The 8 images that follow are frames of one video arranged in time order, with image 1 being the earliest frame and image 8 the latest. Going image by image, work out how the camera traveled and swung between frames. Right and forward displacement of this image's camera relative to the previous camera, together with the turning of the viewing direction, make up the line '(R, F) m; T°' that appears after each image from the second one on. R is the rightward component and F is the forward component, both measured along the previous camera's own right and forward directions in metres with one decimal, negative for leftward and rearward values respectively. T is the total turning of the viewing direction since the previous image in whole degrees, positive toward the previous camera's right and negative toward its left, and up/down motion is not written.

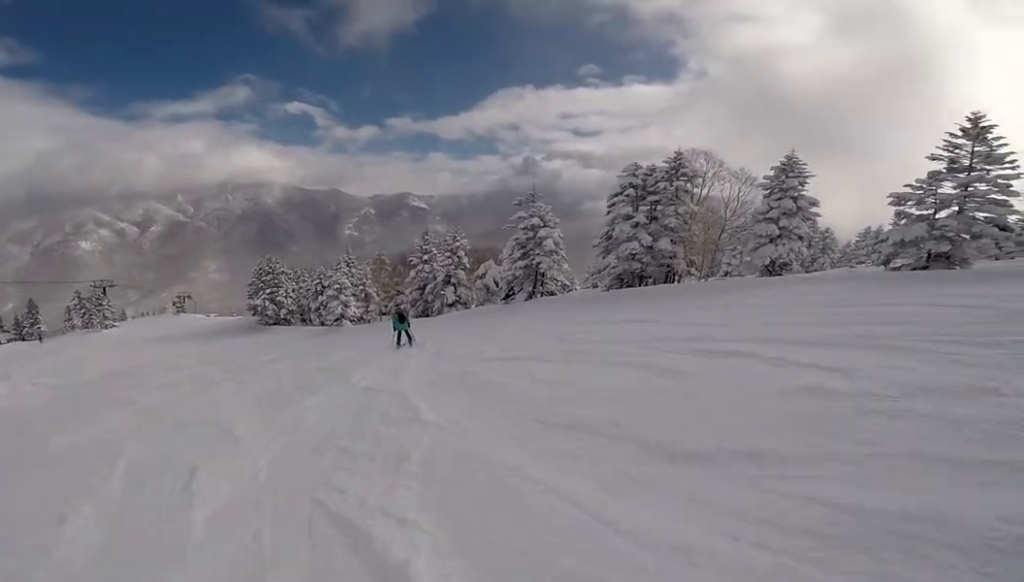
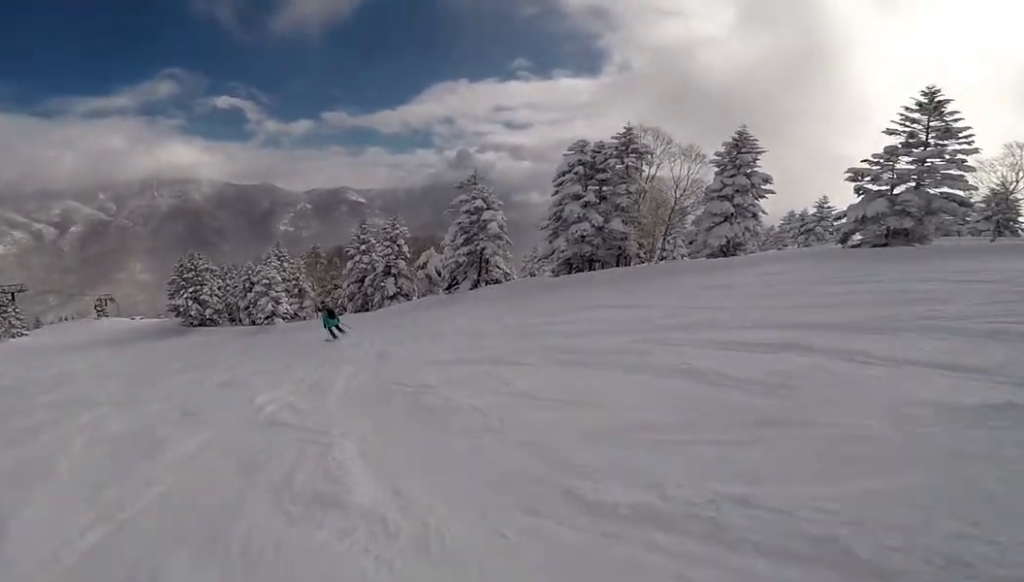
(+0.9, +2.8) m; 0°
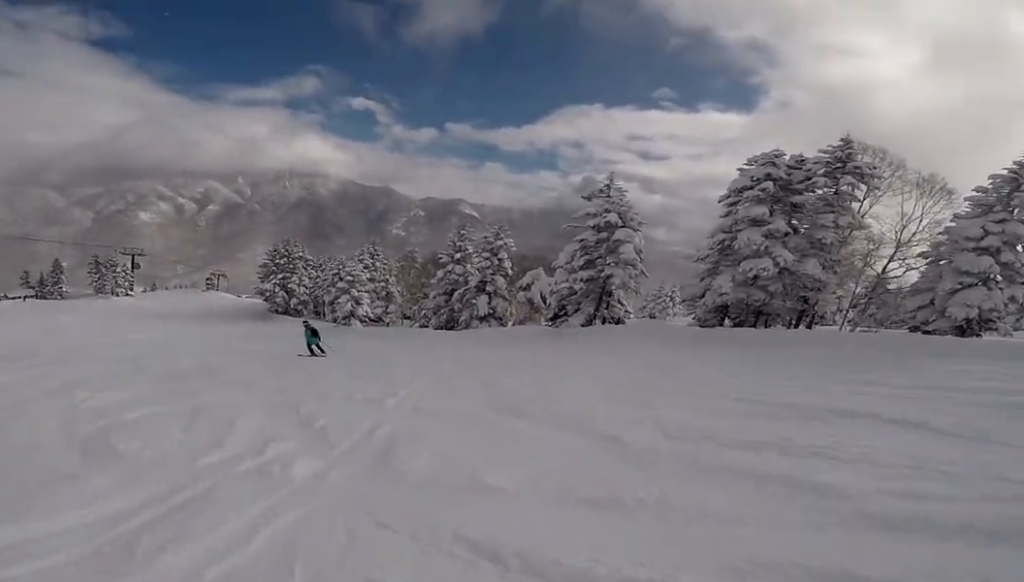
(-1.1, +5.6) m; -26°
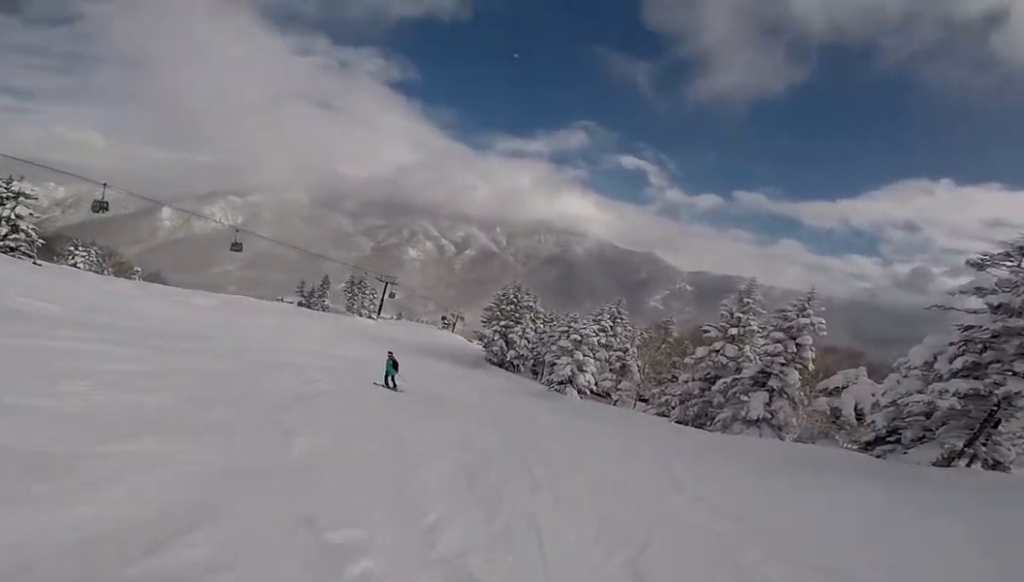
(-1.5, +5.3) m; -27°
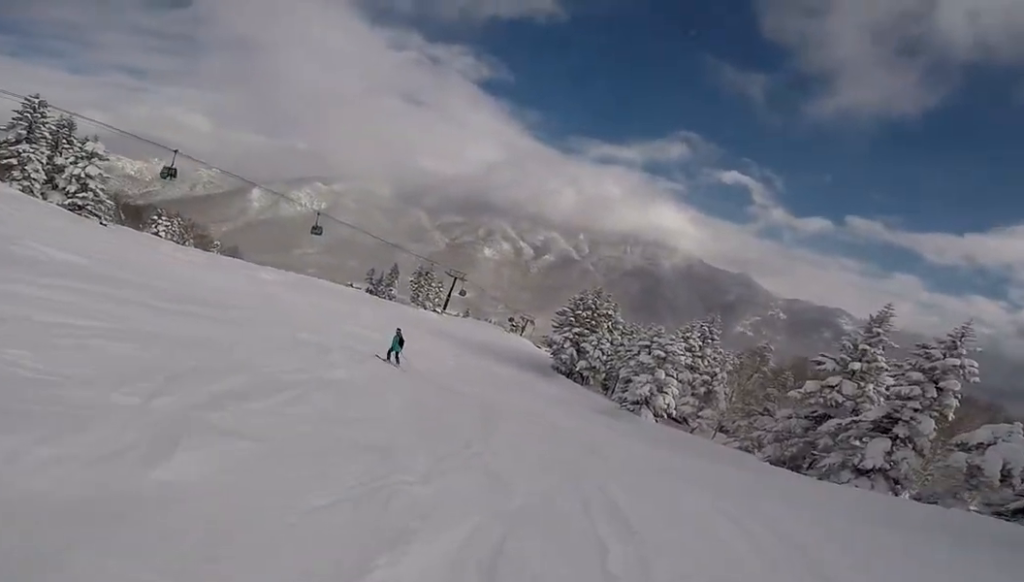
(0.0, +2.8) m; -13°
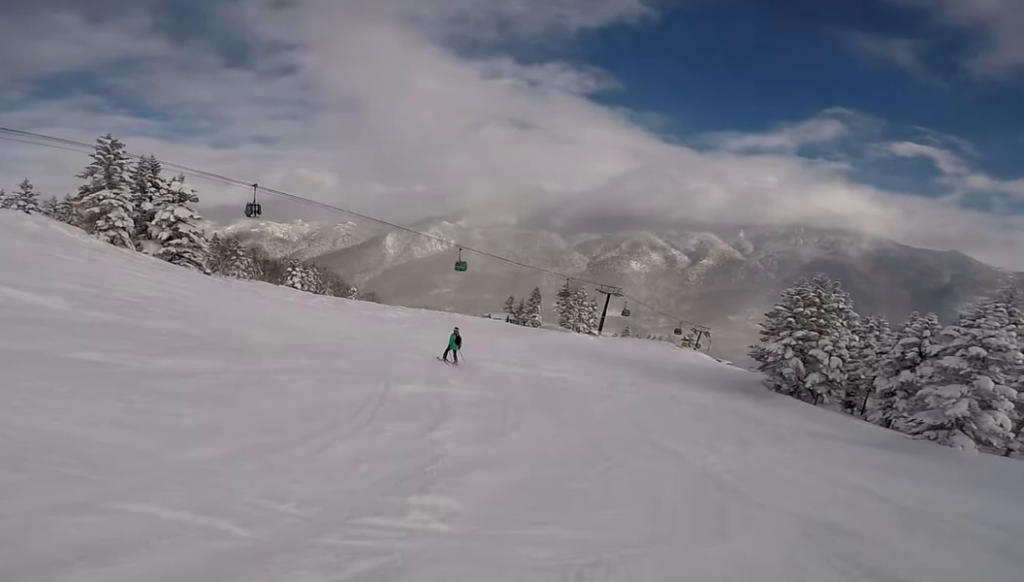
(-1.7, +7.1) m; -11°
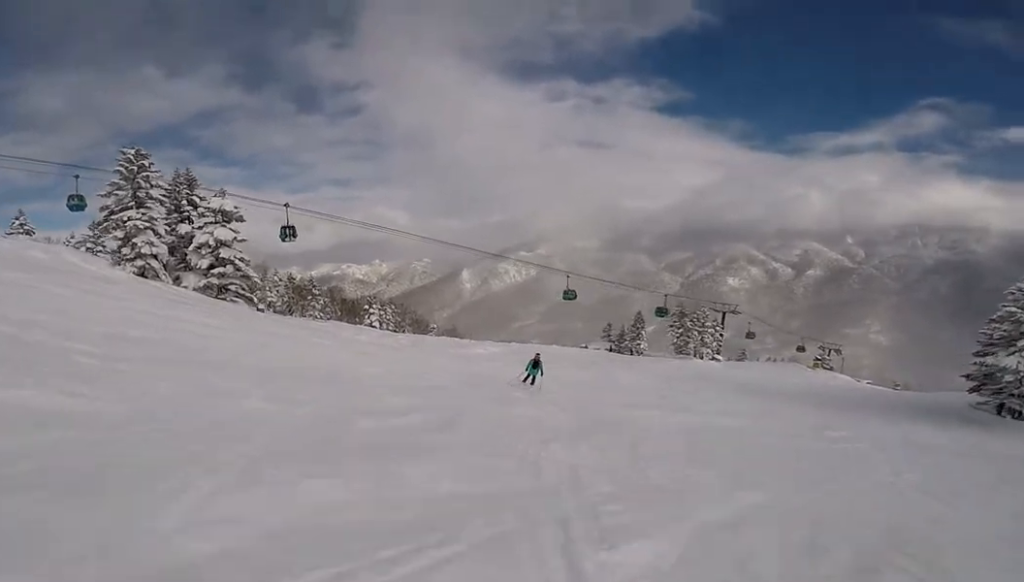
(+0.4, +7.1) m; +3°
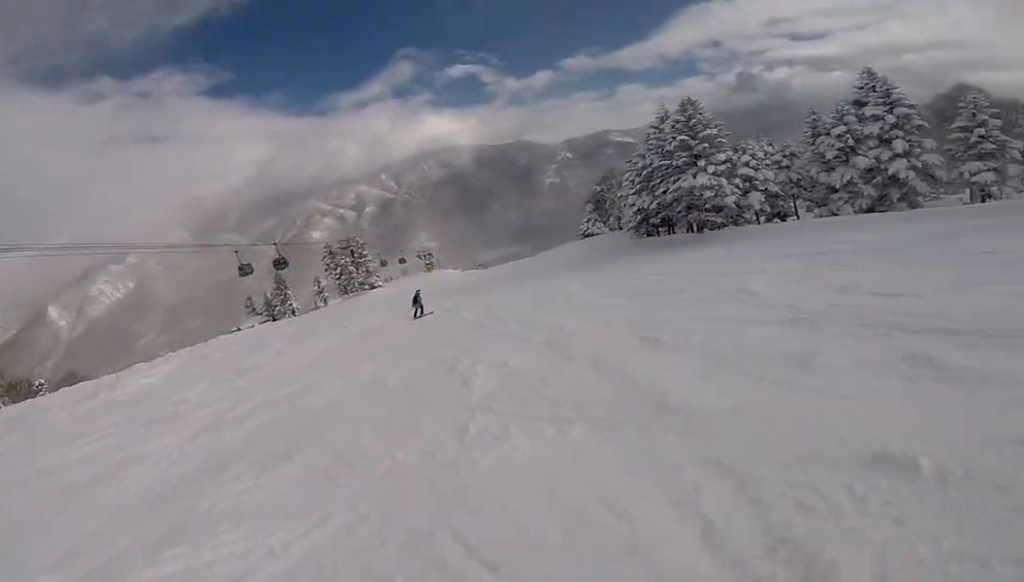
(+4.5, +15.1) m; +50°
